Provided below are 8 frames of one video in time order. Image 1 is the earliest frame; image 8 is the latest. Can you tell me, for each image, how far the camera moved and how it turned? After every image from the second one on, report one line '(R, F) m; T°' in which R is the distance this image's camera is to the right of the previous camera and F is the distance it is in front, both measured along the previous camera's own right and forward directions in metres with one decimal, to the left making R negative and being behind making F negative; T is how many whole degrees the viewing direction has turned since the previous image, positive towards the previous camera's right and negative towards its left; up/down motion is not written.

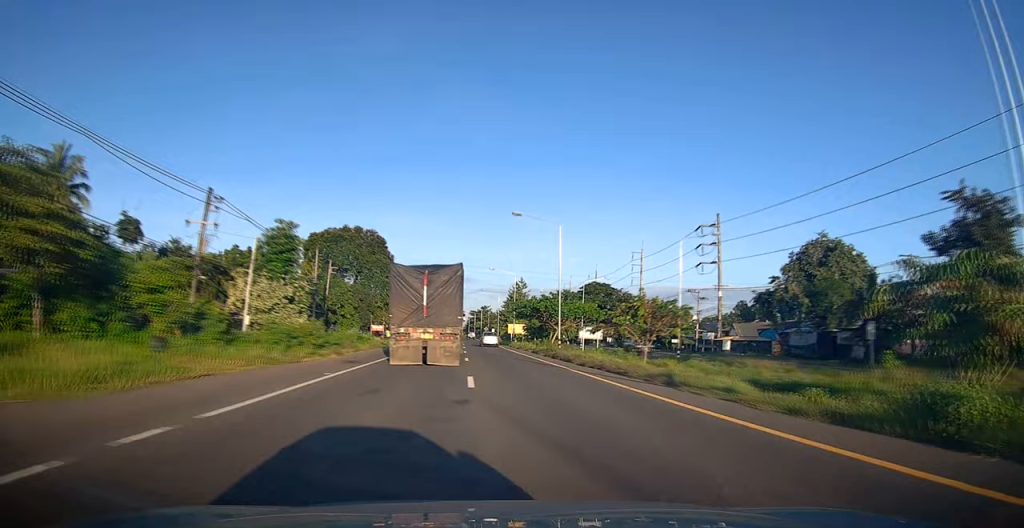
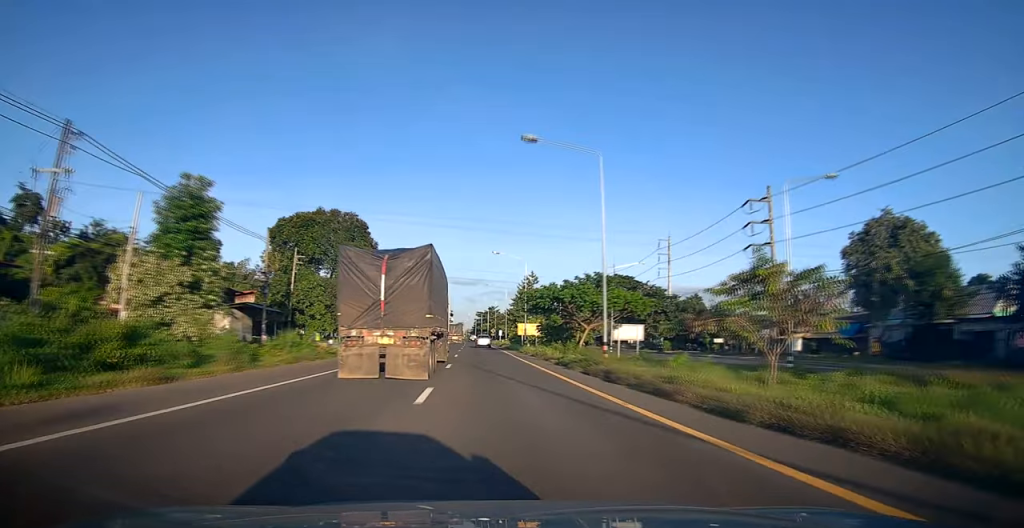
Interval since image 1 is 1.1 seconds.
(+0.4, +13.6) m; +2°
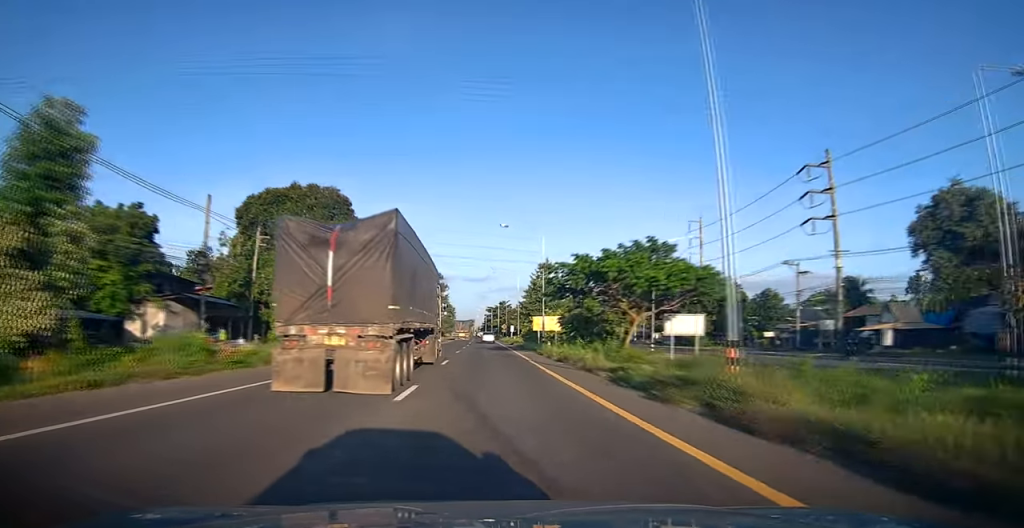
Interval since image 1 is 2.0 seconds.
(+0.1, +11.0) m; -1°
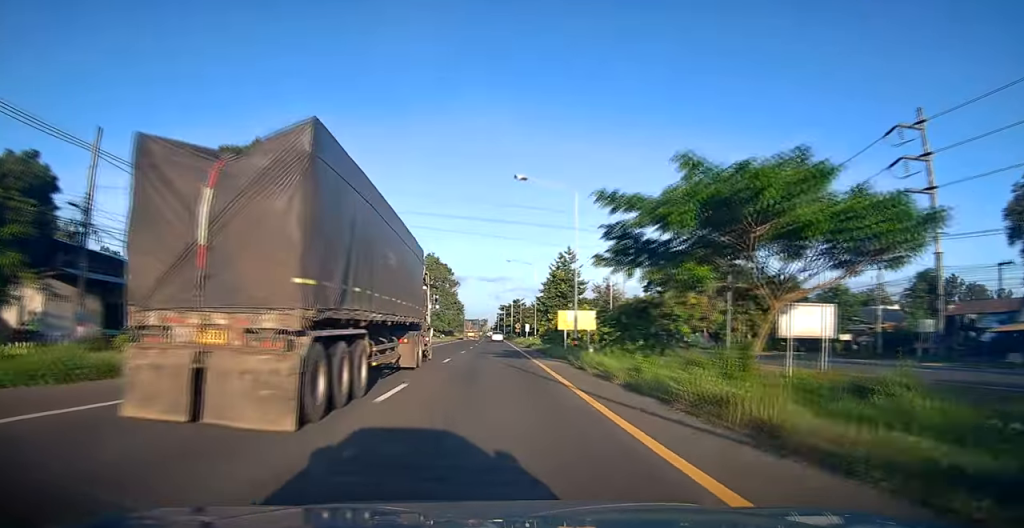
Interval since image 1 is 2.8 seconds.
(-0.2, +12.1) m; -2°
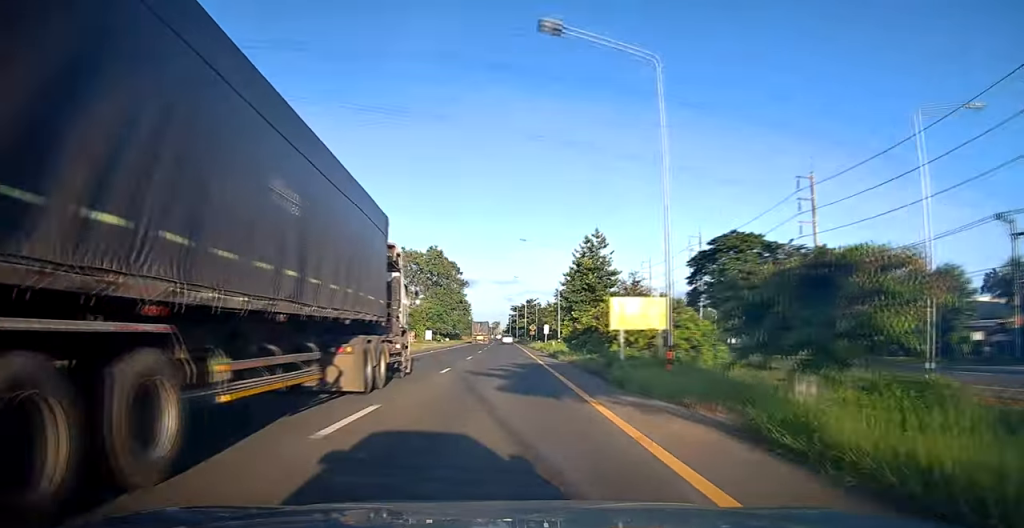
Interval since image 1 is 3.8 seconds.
(-0.3, +14.5) m; -1°
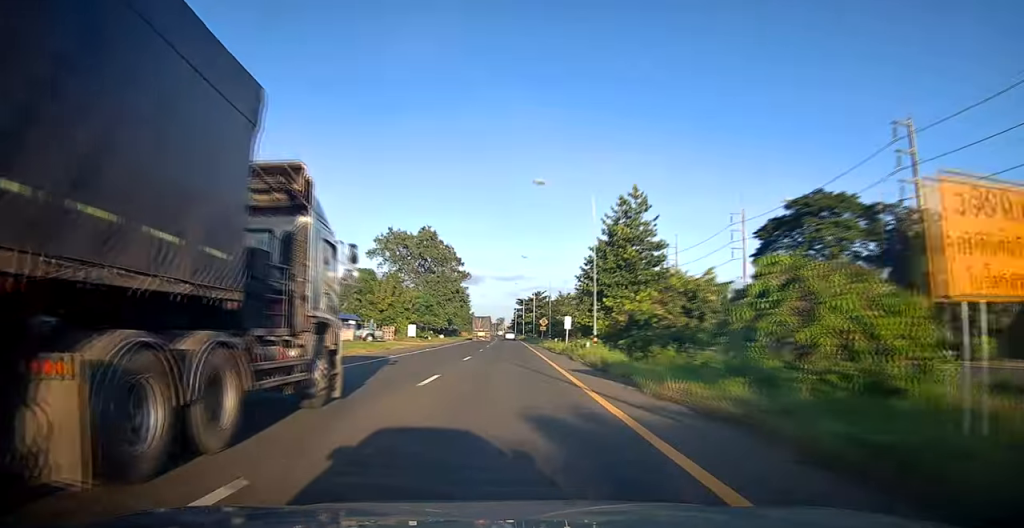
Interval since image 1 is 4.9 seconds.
(0.0, +16.2) m; -1°
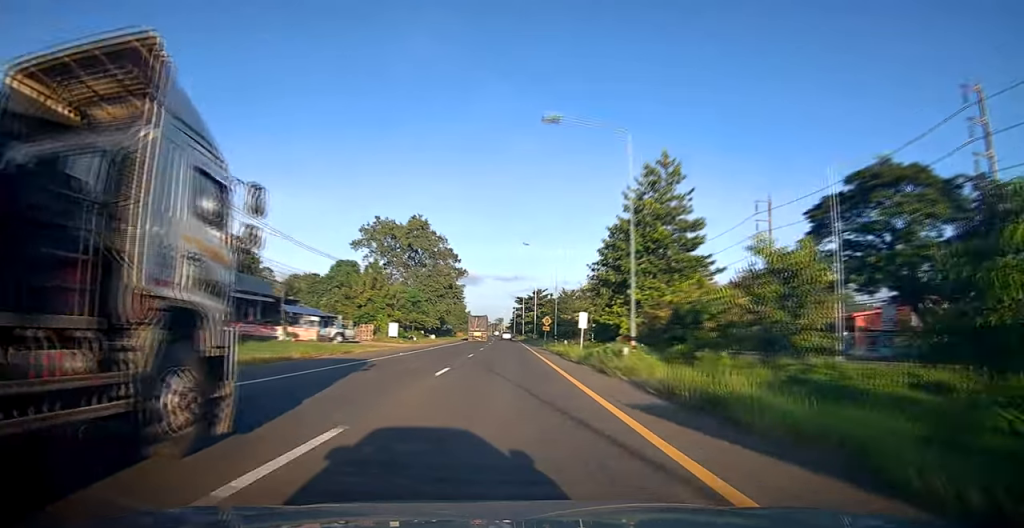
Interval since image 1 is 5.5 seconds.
(-0.2, +8.7) m; -1°
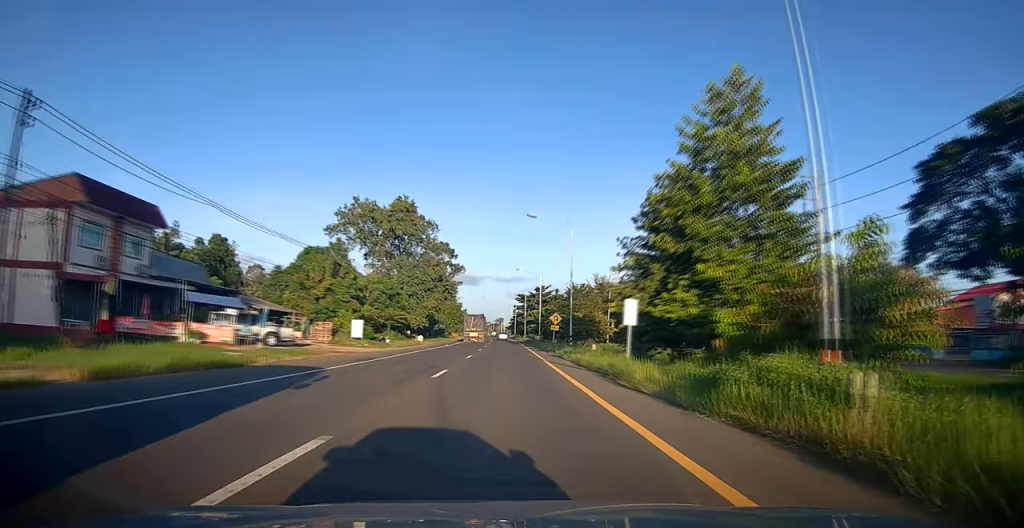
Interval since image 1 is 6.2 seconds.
(+0.2, +12.2) m; 0°
